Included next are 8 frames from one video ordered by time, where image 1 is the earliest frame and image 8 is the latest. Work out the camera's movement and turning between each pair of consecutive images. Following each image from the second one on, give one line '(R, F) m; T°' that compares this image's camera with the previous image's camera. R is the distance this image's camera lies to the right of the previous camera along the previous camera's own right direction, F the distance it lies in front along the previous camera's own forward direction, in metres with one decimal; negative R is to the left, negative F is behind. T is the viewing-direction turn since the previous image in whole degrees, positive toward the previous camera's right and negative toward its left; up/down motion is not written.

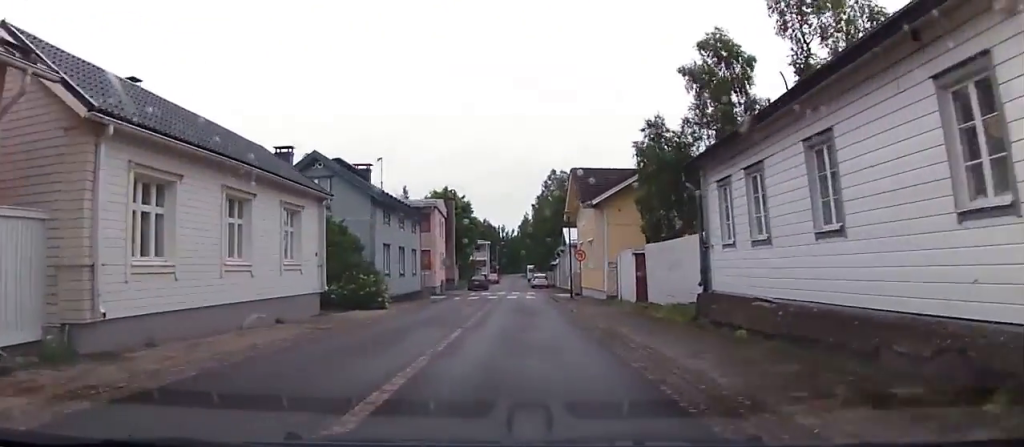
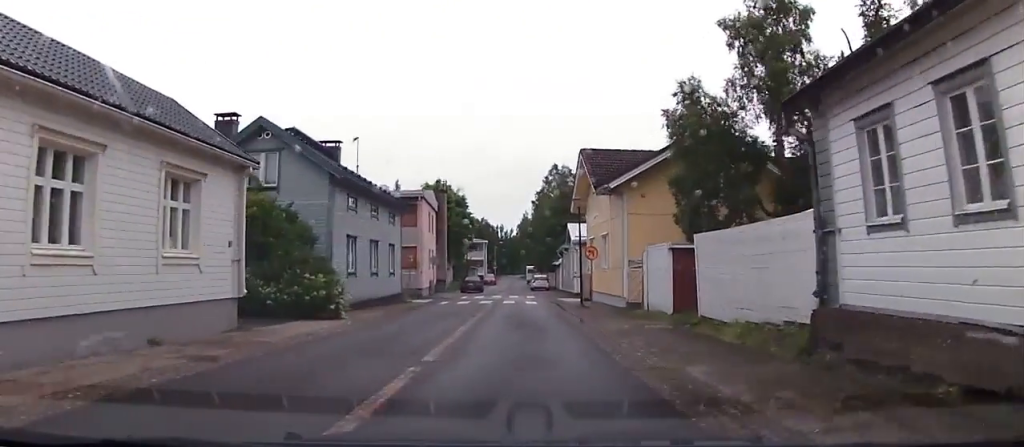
(-0.1, +6.9) m; 0°
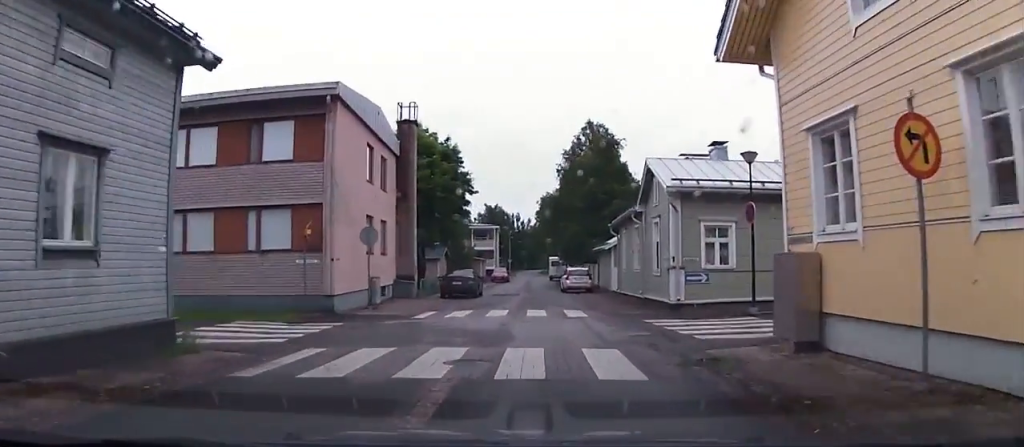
(-0.1, +24.1) m; 0°
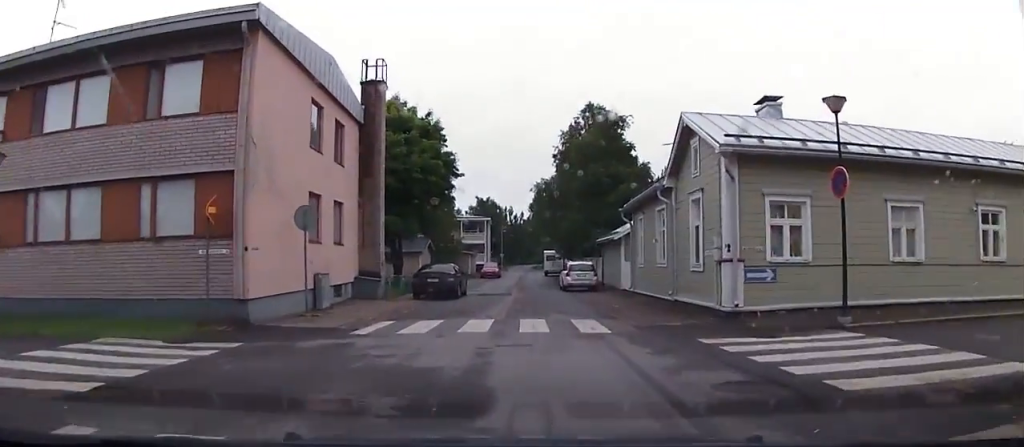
(-0.2, +7.5) m; +4°
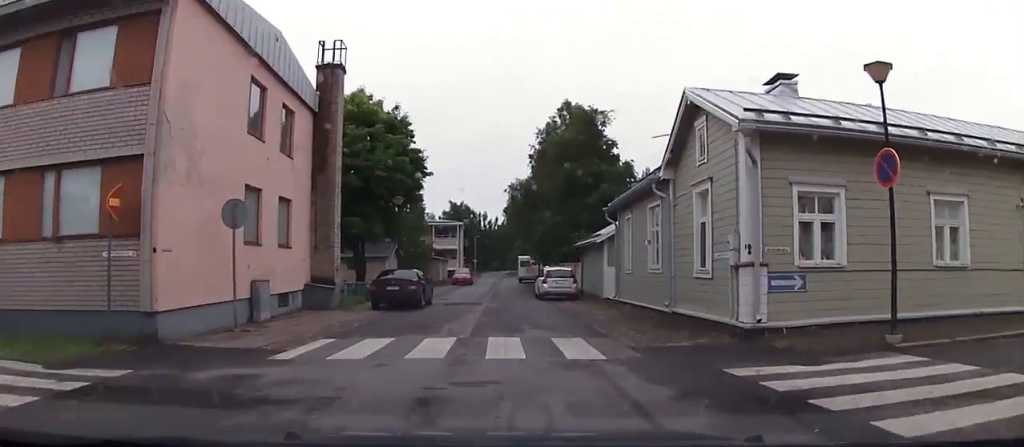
(+0.4, +5.5) m; +17°
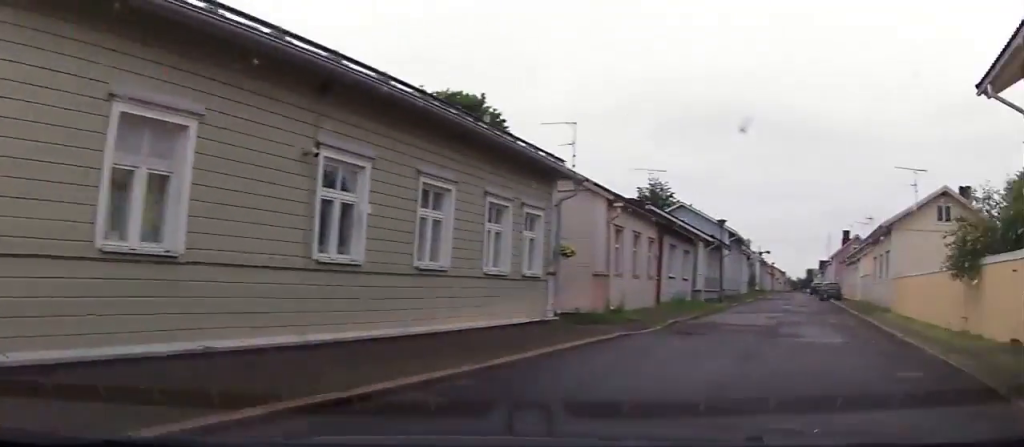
(+3.9, +8.9) m; +45°
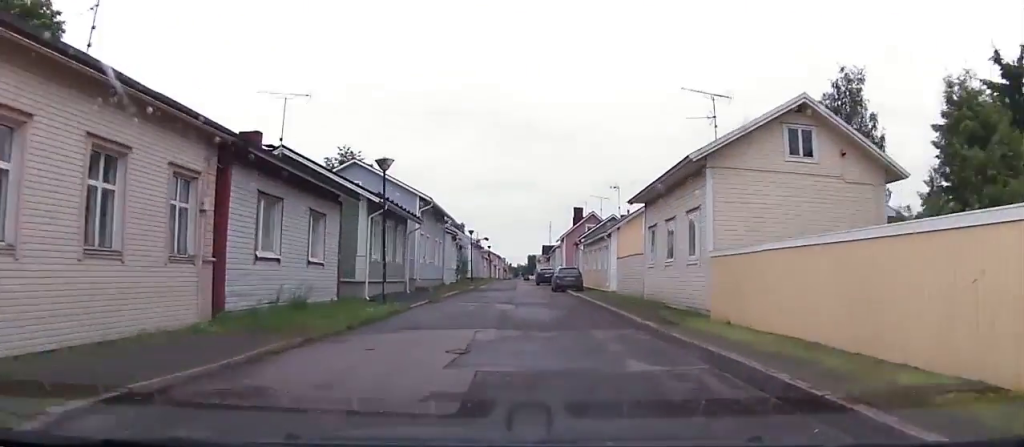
(+4.1, +13.3) m; +21°
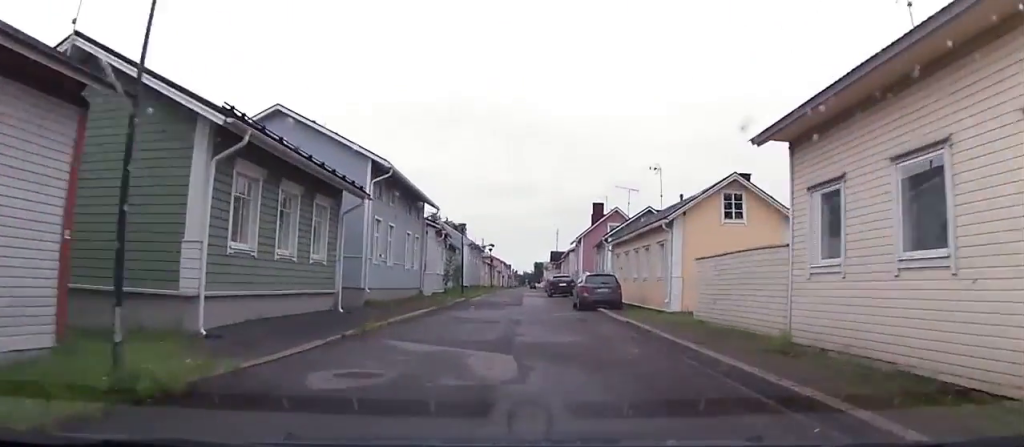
(+0.3, +12.5) m; +1°
